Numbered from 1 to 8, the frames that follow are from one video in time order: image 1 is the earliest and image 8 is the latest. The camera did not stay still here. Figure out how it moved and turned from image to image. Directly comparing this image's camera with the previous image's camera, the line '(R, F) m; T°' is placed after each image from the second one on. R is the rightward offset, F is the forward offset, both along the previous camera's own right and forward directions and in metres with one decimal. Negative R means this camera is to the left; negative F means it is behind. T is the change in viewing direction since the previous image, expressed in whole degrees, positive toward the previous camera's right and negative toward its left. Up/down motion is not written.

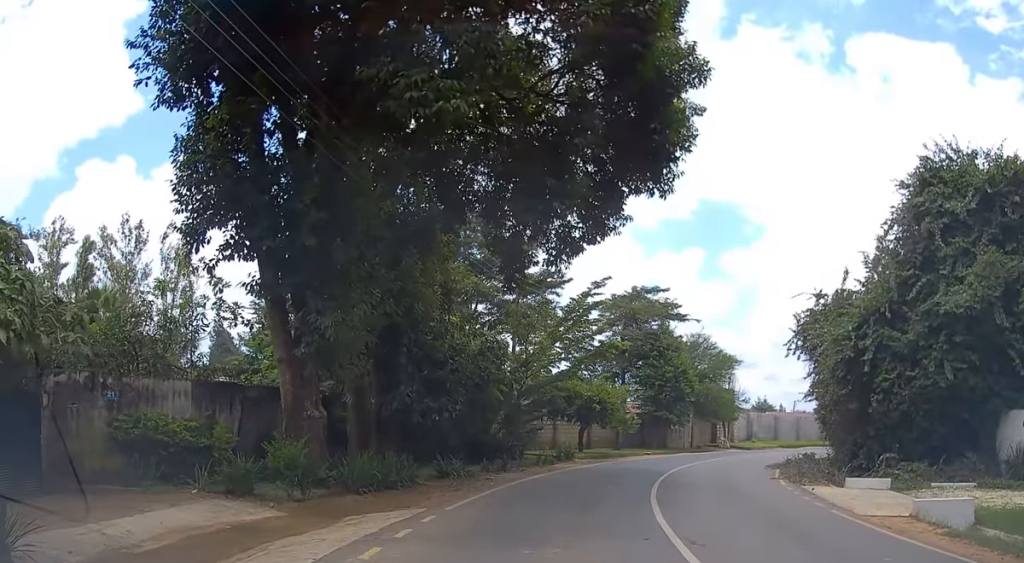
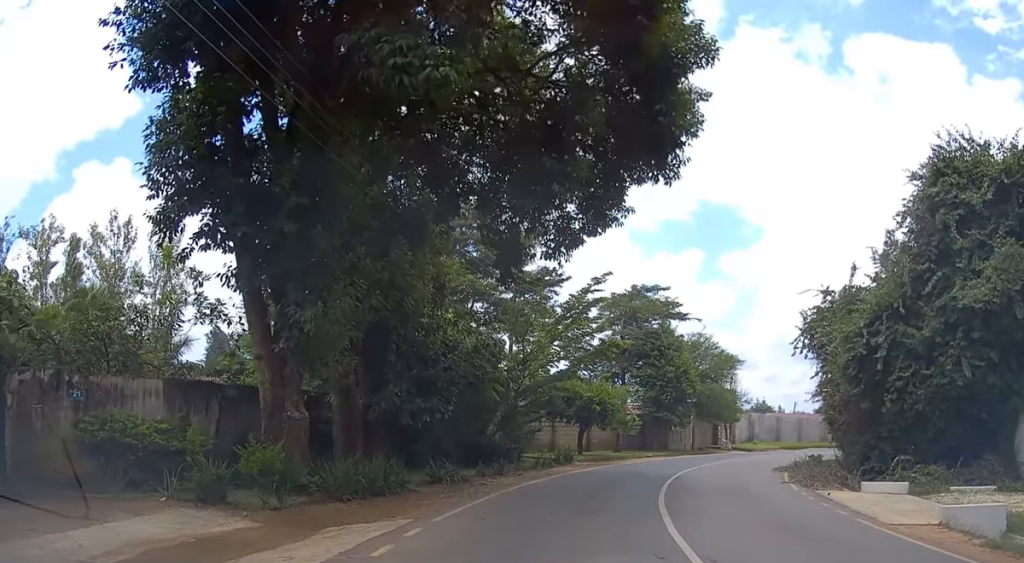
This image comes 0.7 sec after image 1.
(+0.1, +1.1) m; +1°
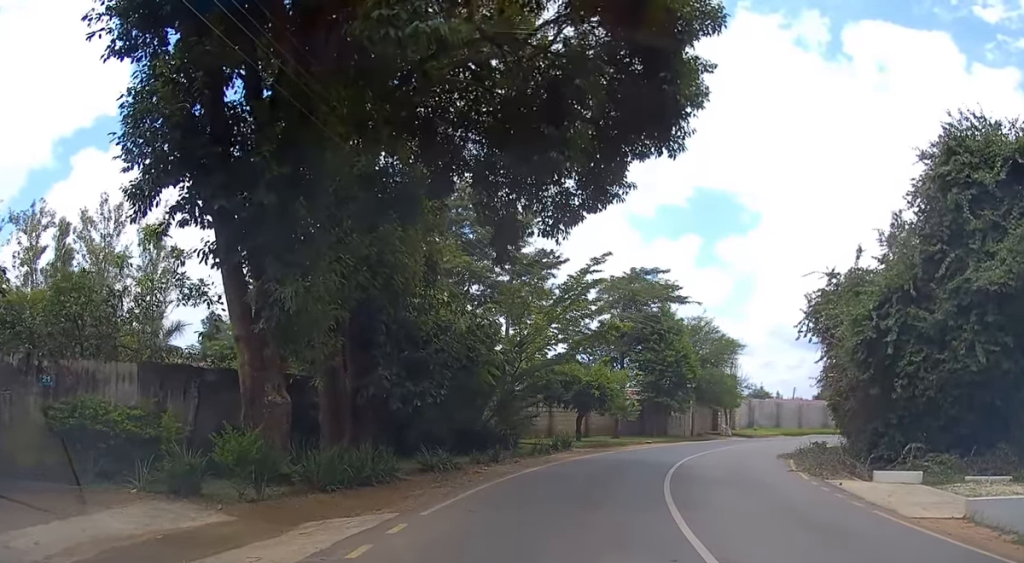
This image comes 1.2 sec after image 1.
(-0.1, +0.7) m; +1°
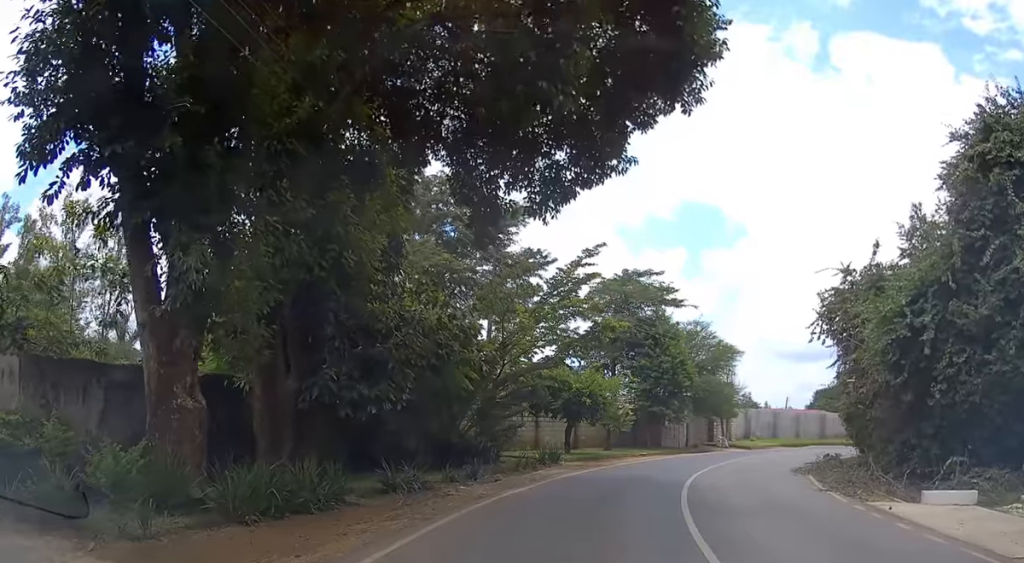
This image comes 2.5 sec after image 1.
(+0.1, +2.5) m; +3°
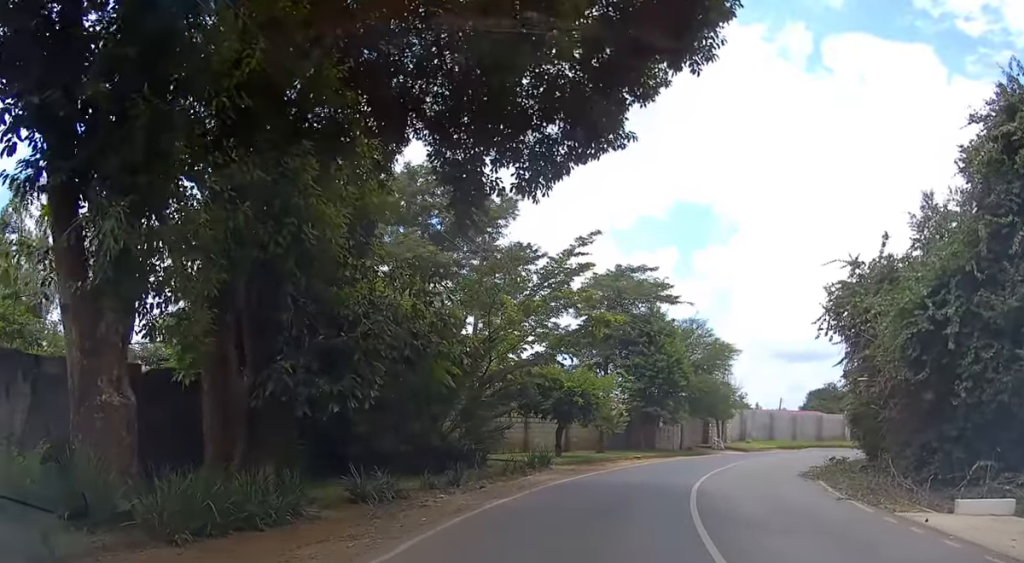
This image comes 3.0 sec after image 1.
(0.0, +1.6) m; +1°
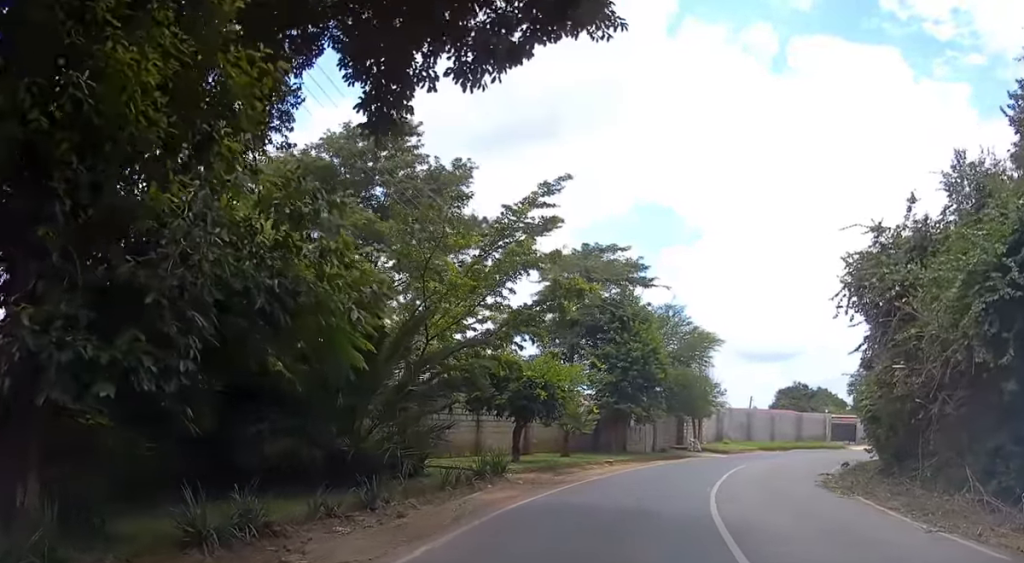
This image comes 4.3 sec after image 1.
(+0.1, +4.6) m; +3°
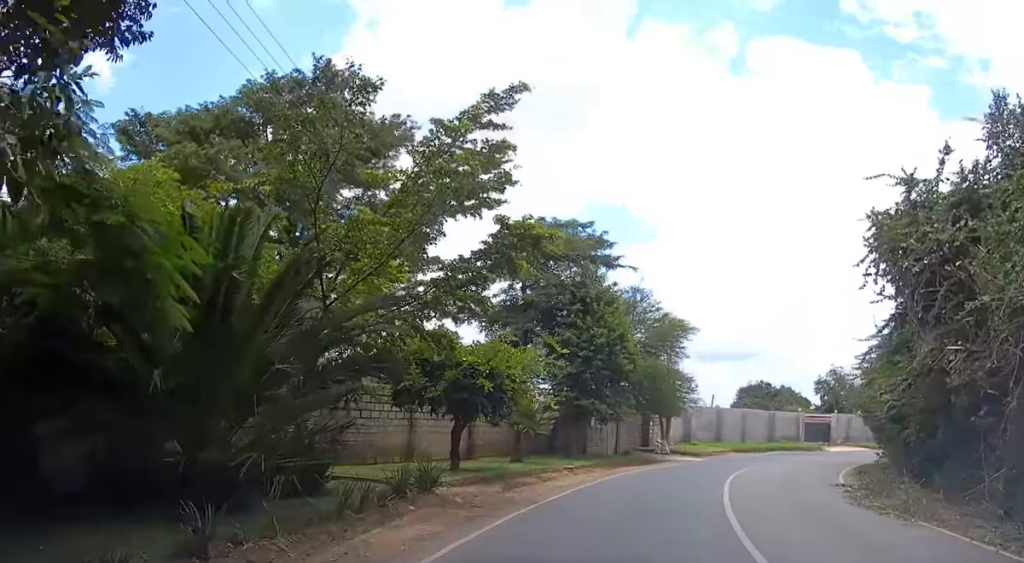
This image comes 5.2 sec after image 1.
(+0.1, +4.4) m; +4°
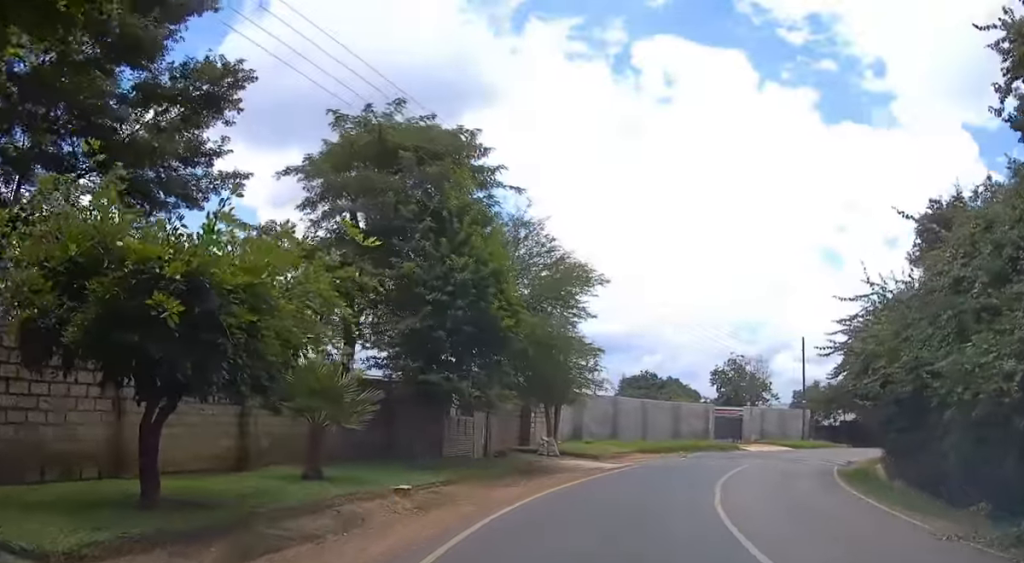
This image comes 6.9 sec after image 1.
(+0.7, +9.9) m; +8°
